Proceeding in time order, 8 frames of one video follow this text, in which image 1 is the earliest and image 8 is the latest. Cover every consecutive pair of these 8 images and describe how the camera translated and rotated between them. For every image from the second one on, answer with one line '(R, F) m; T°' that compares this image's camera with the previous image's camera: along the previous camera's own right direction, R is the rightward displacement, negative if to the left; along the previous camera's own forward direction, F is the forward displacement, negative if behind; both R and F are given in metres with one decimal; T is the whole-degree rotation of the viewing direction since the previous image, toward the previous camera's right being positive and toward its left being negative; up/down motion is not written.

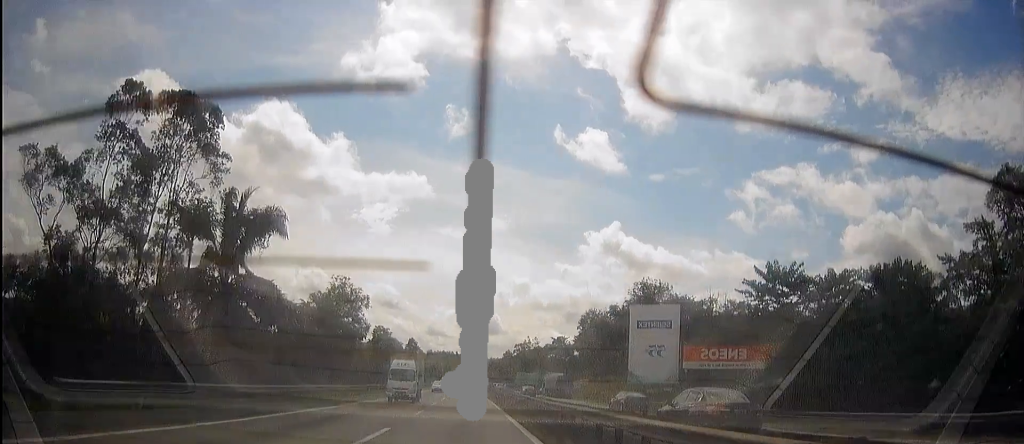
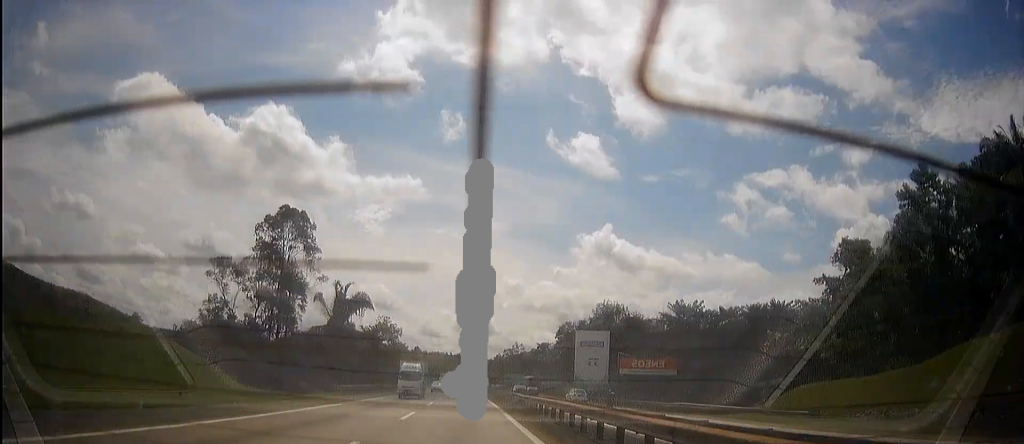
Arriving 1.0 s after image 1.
(-0.3, +31.0) m; -1°
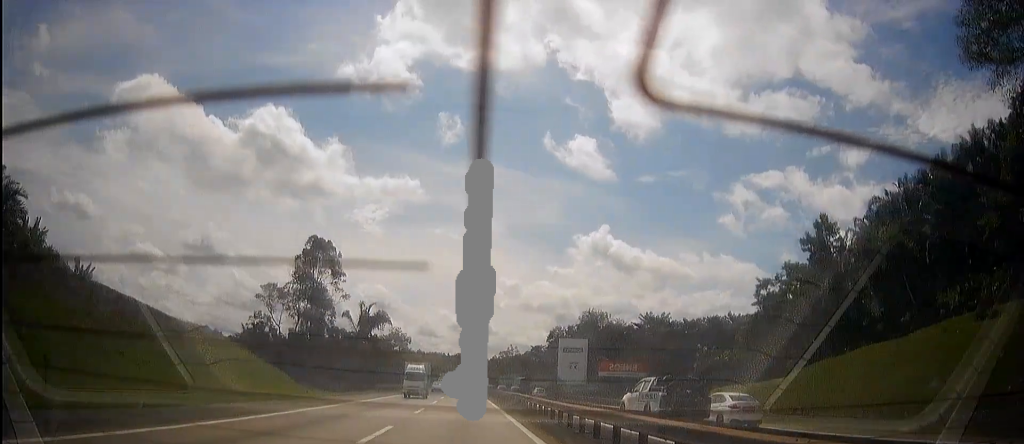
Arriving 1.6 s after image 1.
(0.0, +16.7) m; 0°
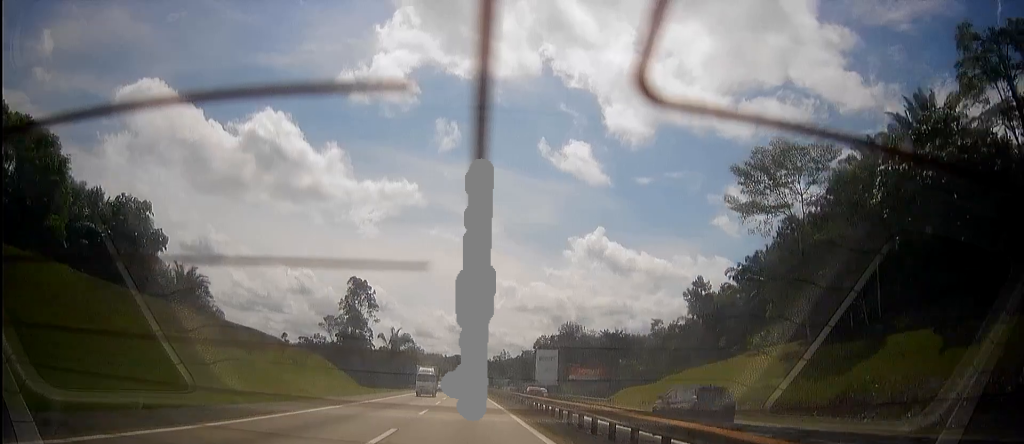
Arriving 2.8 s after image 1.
(-0.2, +35.5) m; -1°
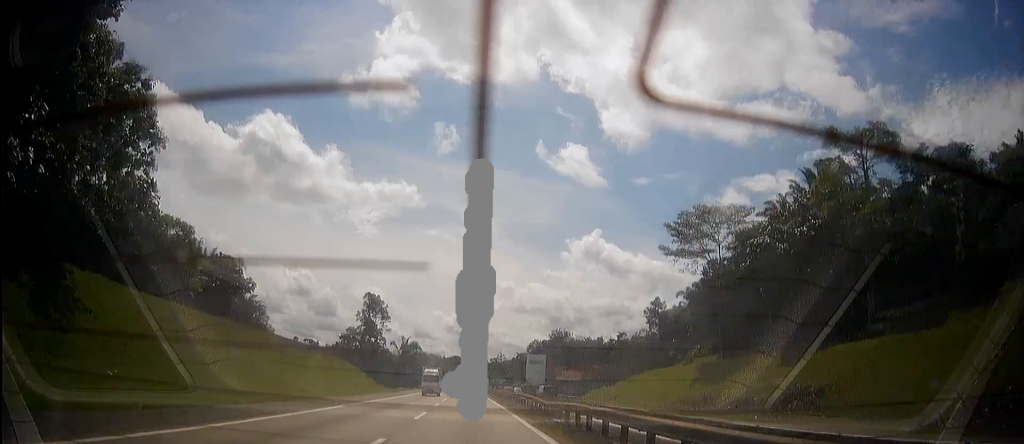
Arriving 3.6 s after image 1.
(-0.1, +22.3) m; 0°
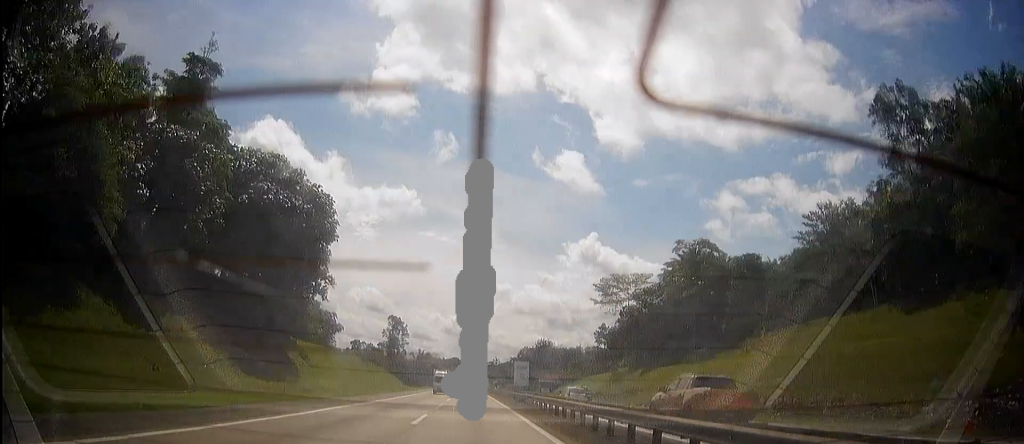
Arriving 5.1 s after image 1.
(-0.1, +44.5) m; 0°
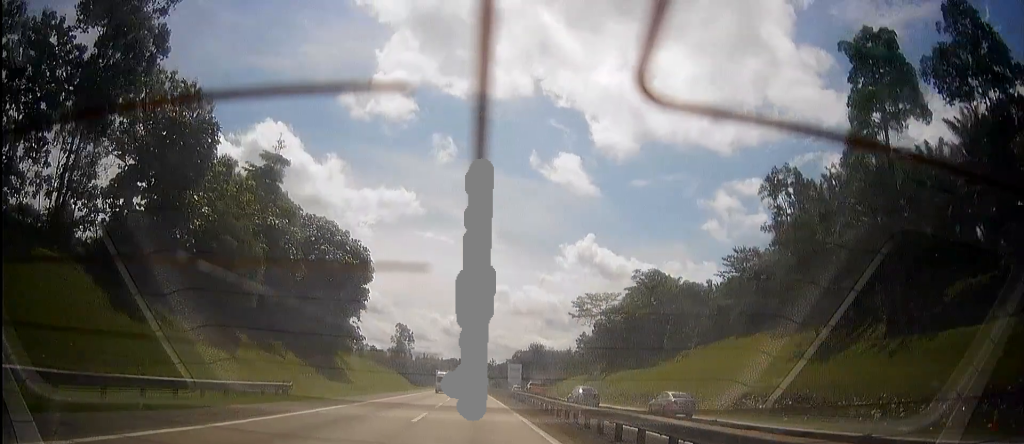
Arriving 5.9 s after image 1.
(0.0, +24.6) m; 0°
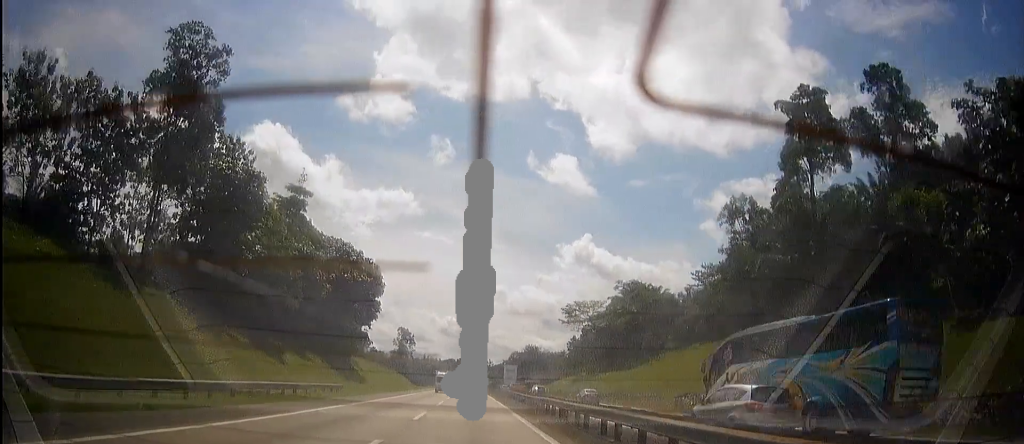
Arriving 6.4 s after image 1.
(0.0, +13.0) m; 0°
